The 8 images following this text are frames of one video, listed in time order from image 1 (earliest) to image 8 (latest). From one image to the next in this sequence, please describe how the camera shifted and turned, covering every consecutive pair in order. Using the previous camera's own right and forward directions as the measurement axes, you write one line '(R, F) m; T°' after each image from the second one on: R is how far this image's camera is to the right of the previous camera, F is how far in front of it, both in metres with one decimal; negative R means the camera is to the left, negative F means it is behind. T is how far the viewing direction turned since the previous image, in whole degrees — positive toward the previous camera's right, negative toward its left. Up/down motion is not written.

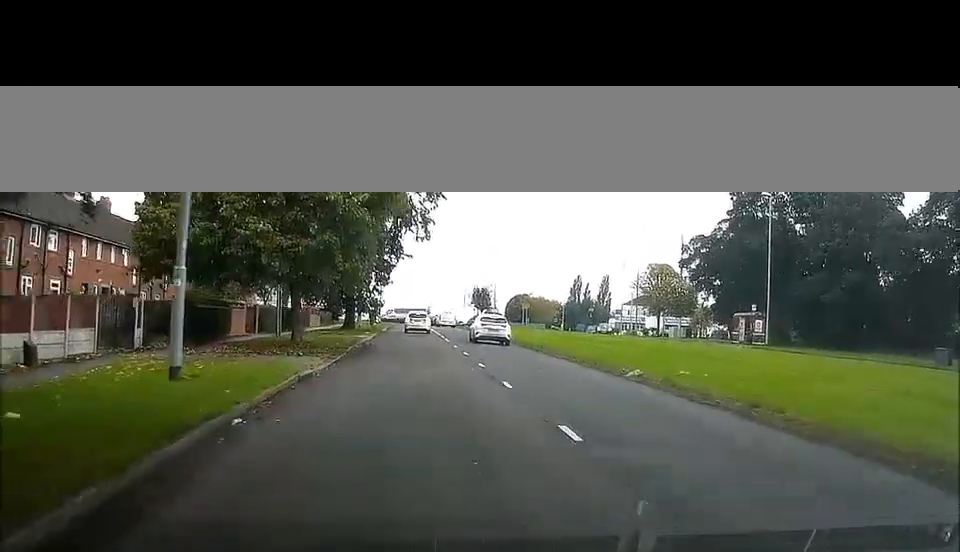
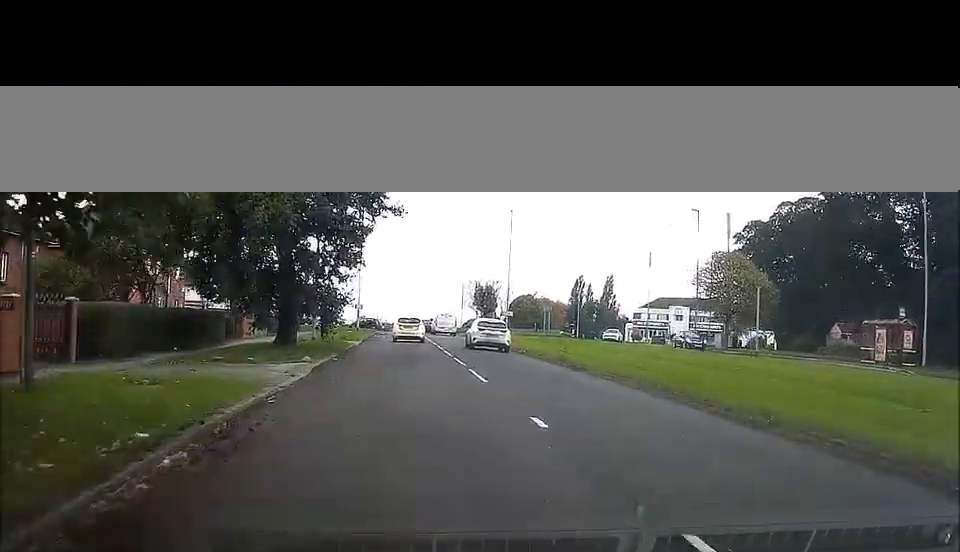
(-0.3, +23.3) m; -1°
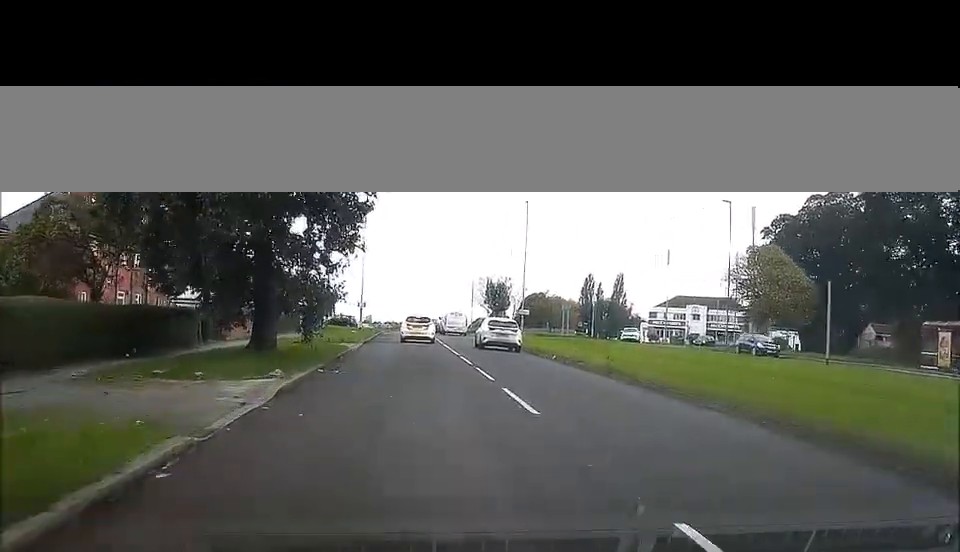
(-0.1, +5.8) m; 0°
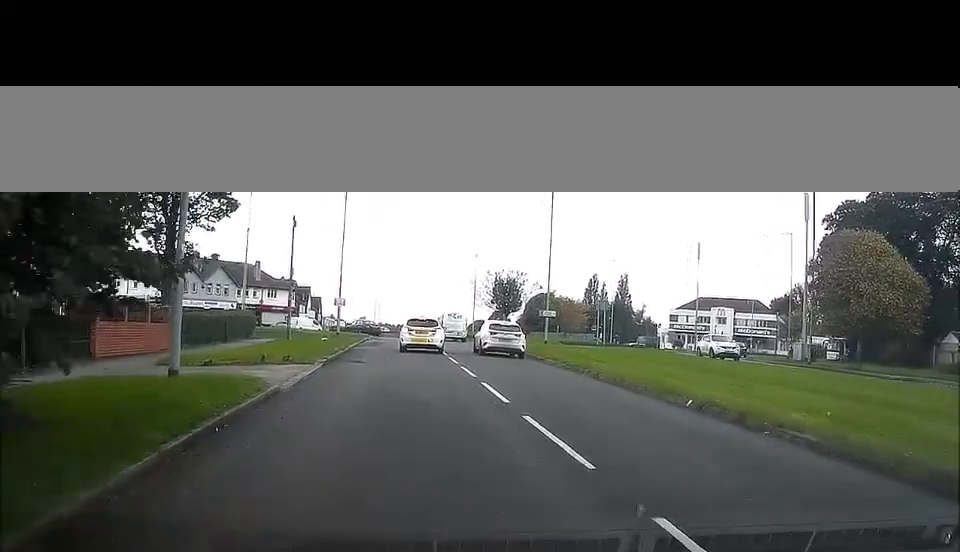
(0.0, +16.2) m; -1°
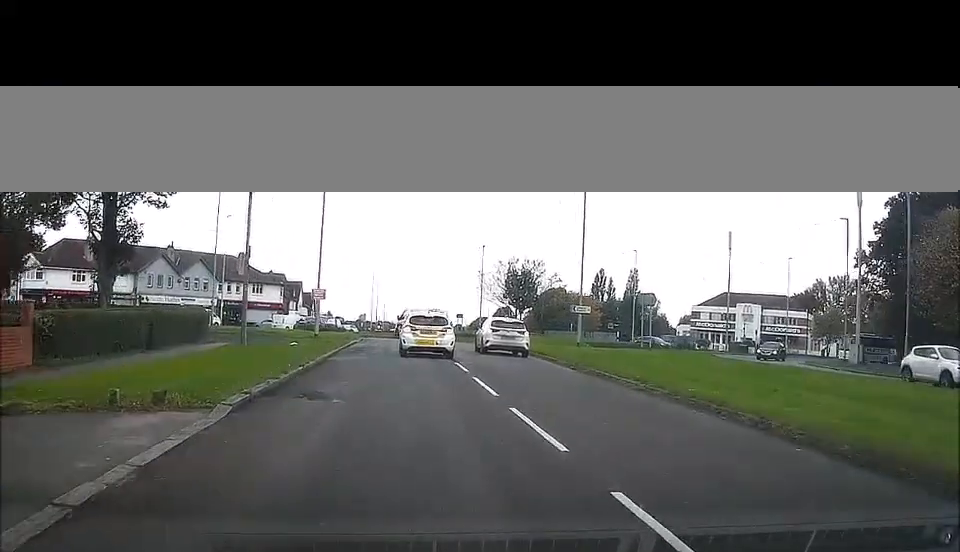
(-0.2, +11.8) m; -1°
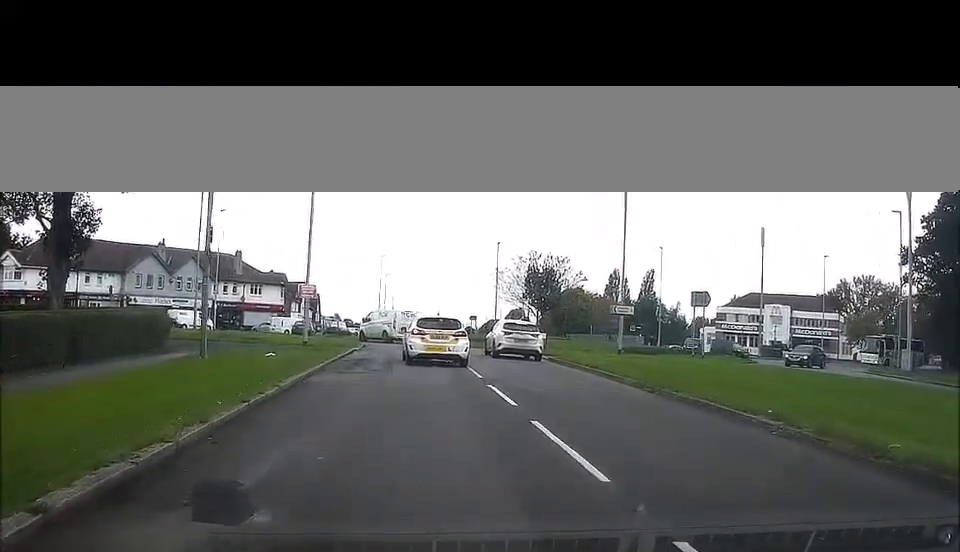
(+0.1, +7.6) m; +1°
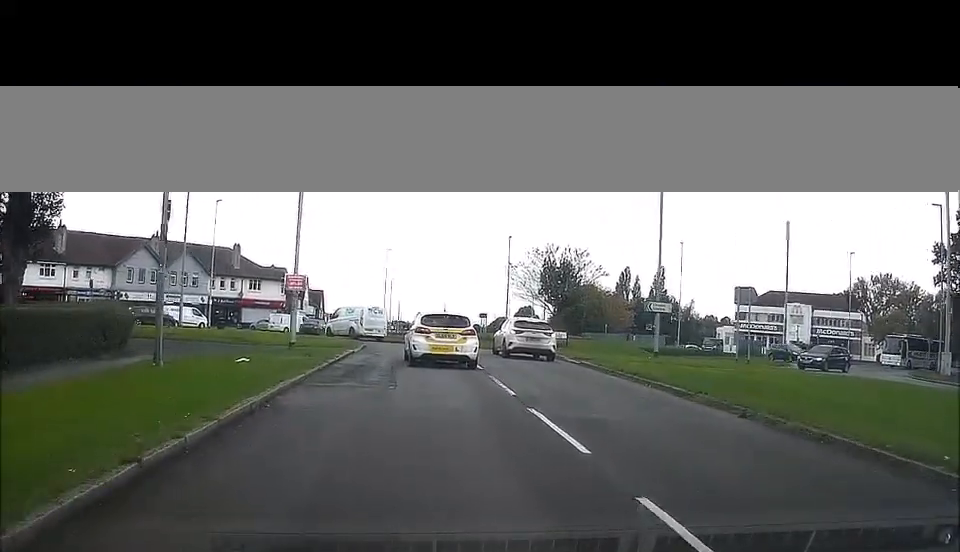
(0.0, +5.0) m; 0°
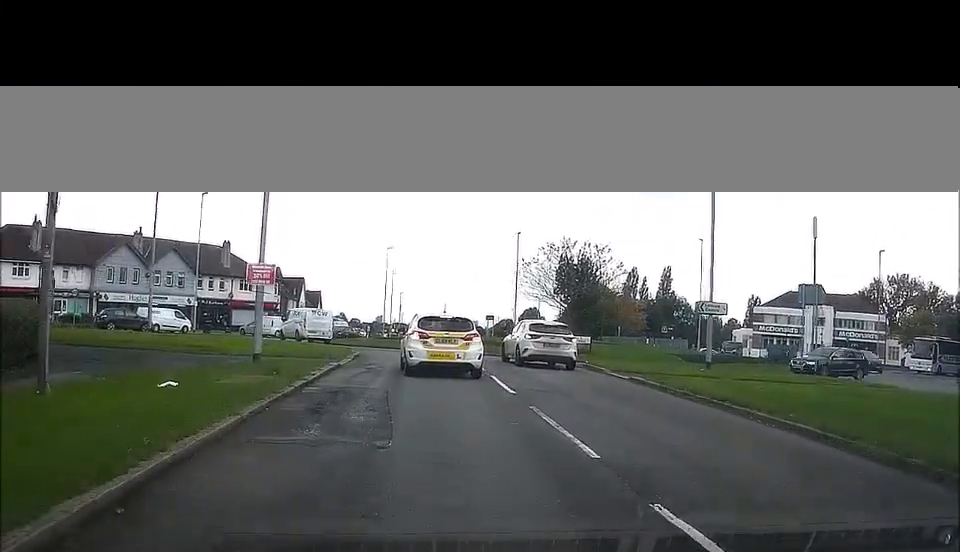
(0.0, +6.1) m; -2°
